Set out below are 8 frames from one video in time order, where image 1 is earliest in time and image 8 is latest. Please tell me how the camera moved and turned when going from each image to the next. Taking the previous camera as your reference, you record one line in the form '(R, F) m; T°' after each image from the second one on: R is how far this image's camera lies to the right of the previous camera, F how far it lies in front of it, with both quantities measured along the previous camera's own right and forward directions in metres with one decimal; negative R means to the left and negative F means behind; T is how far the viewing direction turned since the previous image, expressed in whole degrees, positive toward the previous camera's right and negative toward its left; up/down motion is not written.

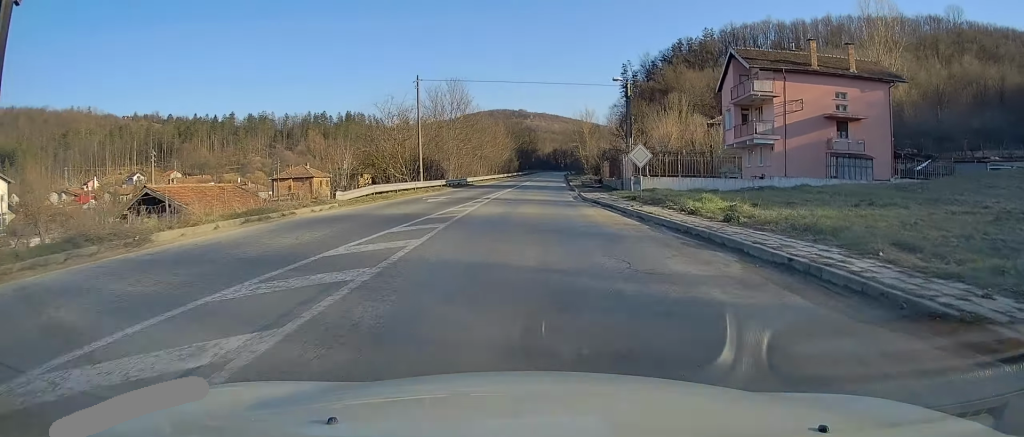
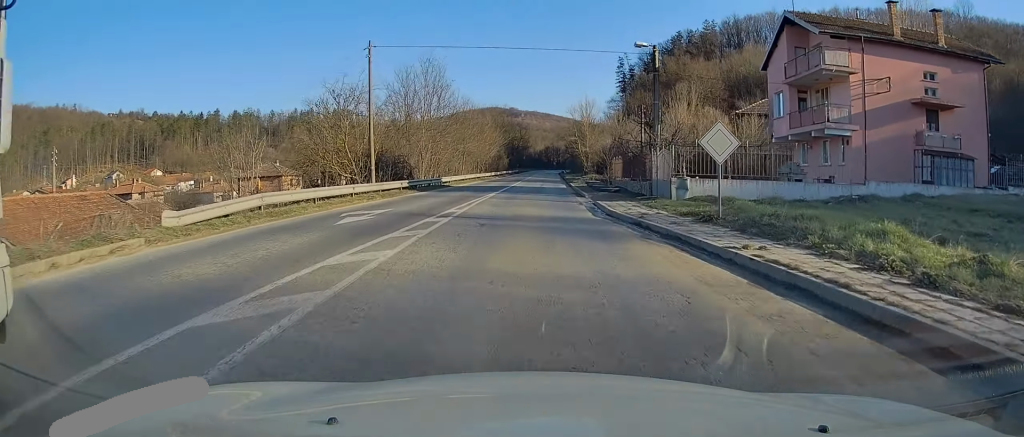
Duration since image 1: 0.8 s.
(+0.1, +11.4) m; 0°
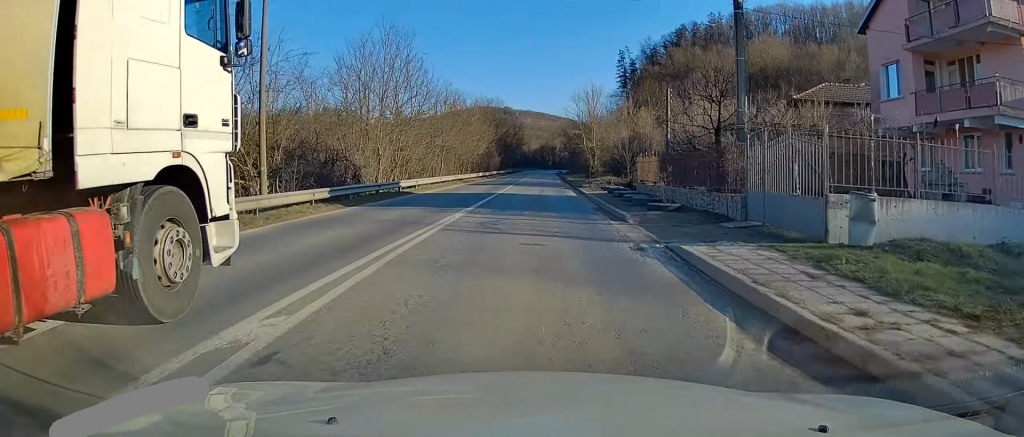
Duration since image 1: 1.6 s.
(-0.1, +12.9) m; 0°
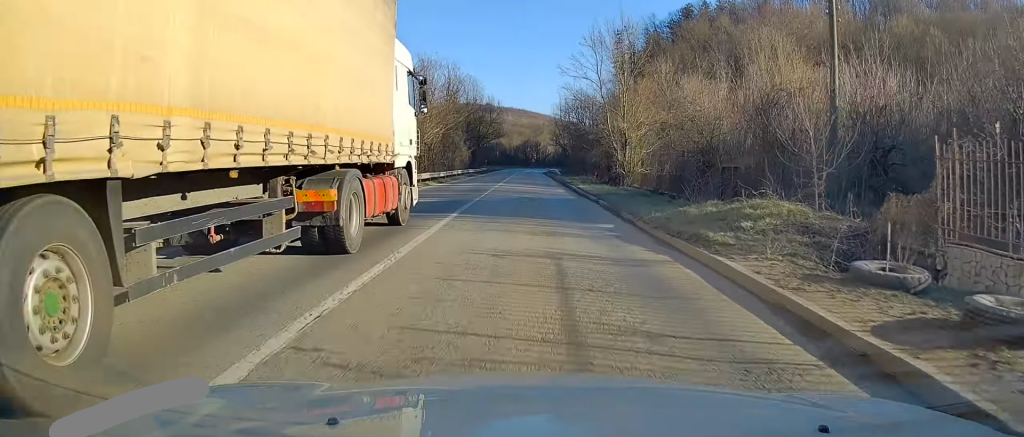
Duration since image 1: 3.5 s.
(+0.6, +27.8) m; +2°
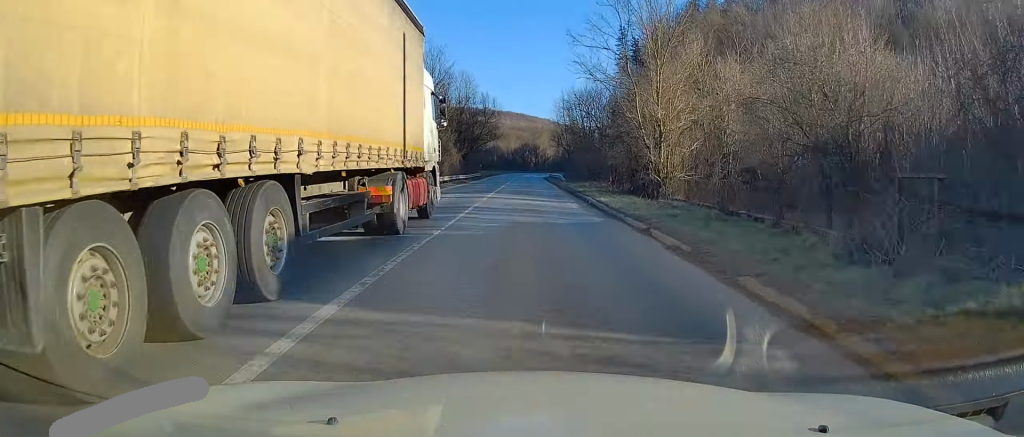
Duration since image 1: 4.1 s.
(0.0, +9.5) m; 0°
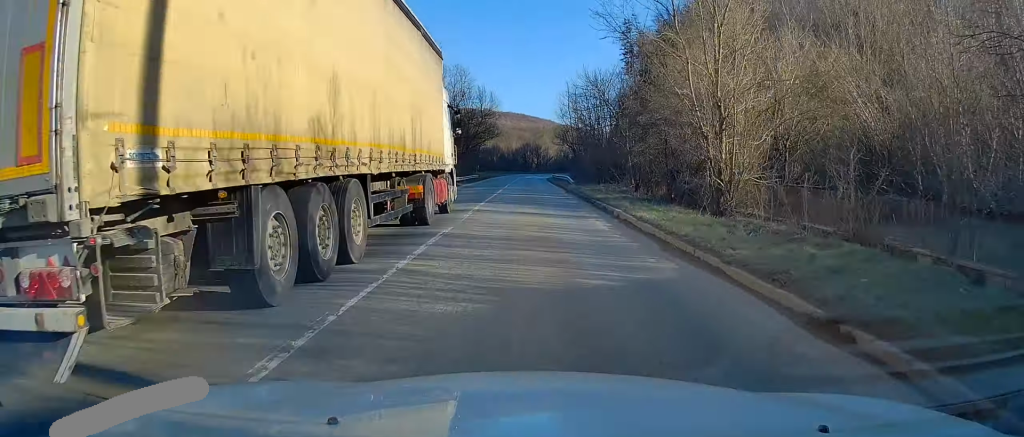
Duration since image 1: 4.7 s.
(0.0, +8.0) m; 0°
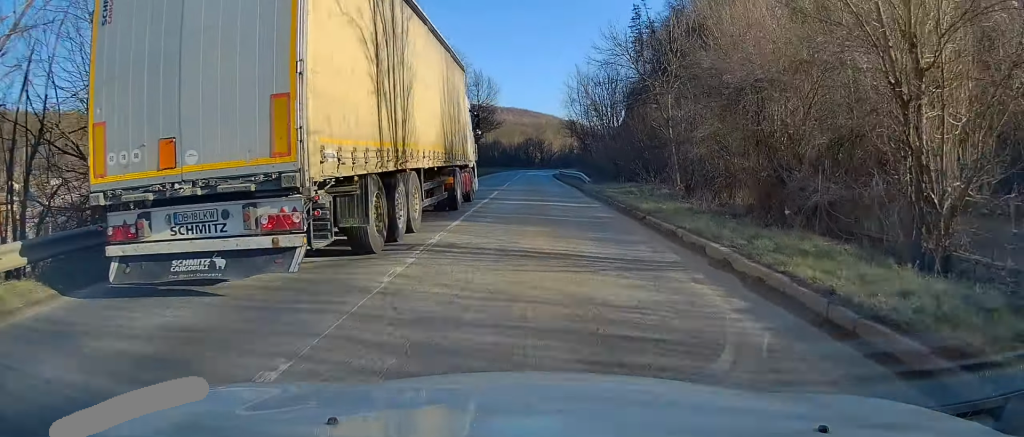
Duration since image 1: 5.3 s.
(-0.1, +9.6) m; 0°
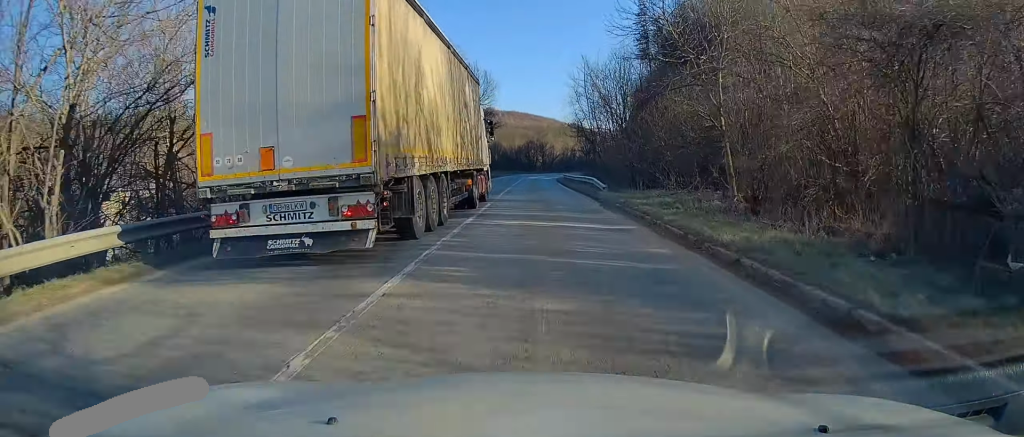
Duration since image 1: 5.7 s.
(0.0, +6.6) m; 0°
